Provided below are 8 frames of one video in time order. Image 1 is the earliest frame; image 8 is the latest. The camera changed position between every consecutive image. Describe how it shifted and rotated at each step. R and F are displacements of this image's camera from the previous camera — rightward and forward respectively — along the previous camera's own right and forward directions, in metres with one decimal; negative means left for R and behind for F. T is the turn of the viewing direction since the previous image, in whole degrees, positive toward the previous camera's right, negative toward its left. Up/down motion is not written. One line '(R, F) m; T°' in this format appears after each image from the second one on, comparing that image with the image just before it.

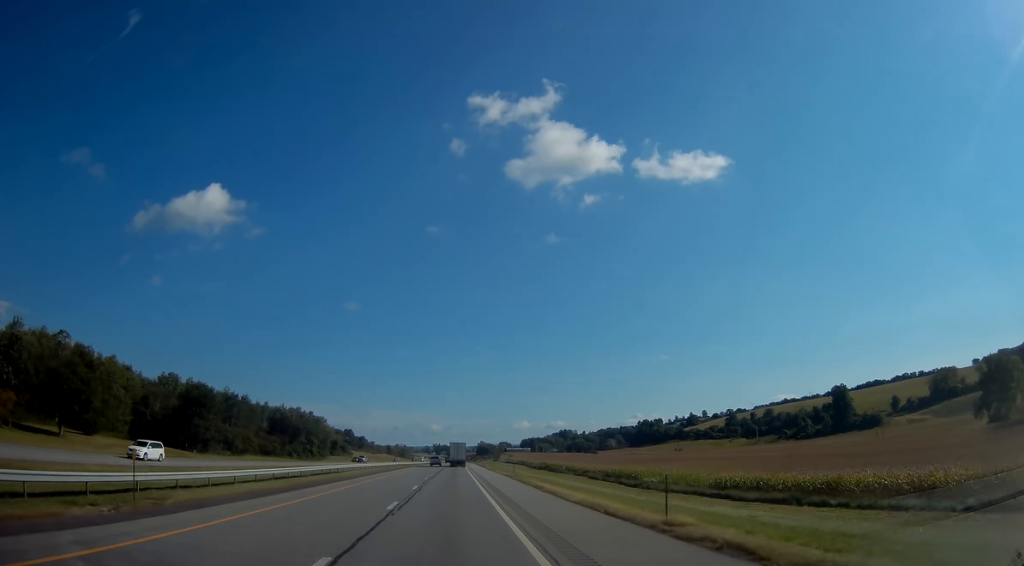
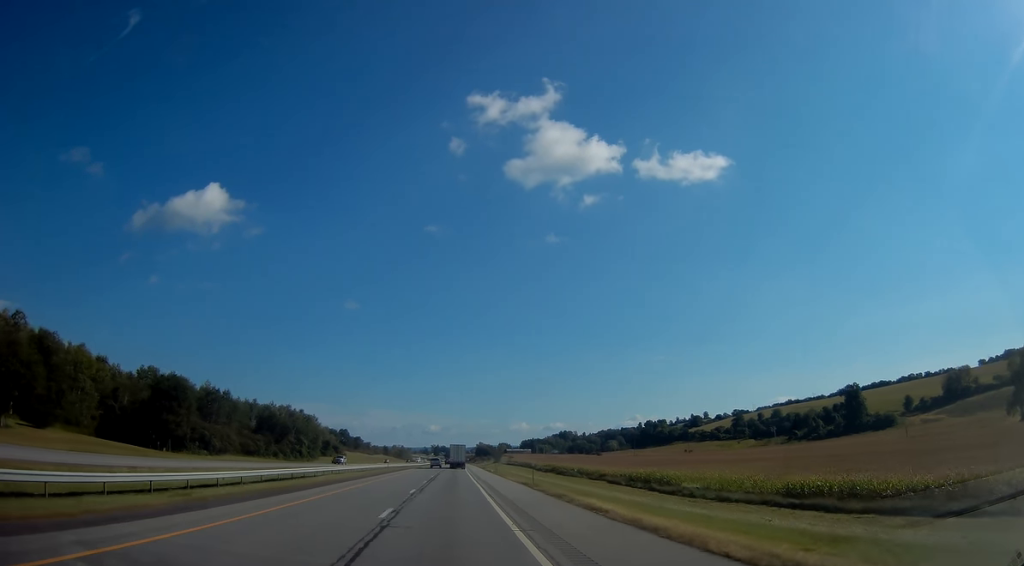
(+0.1, +14.1) m; 0°
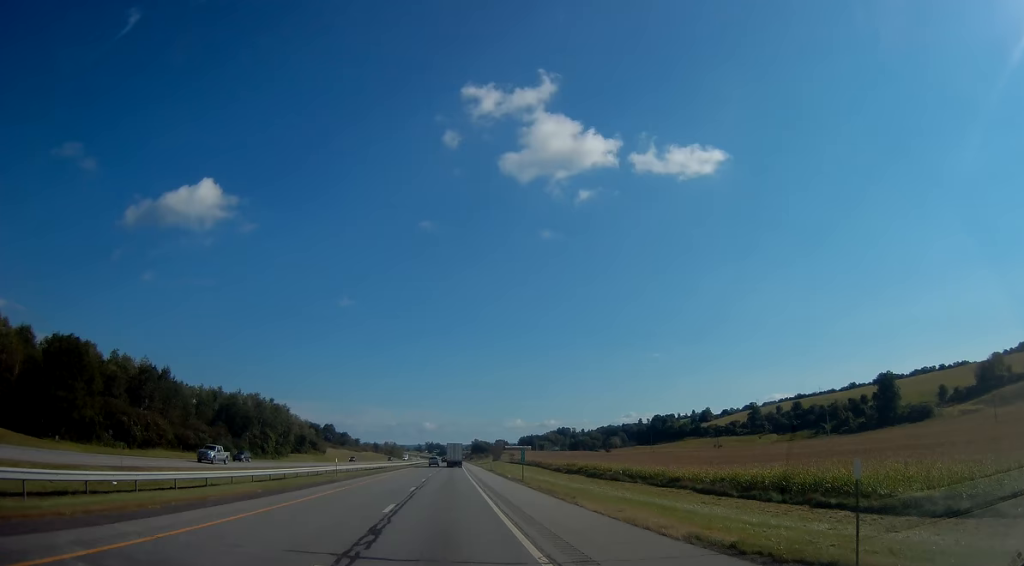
(+0.2, +35.3) m; 0°
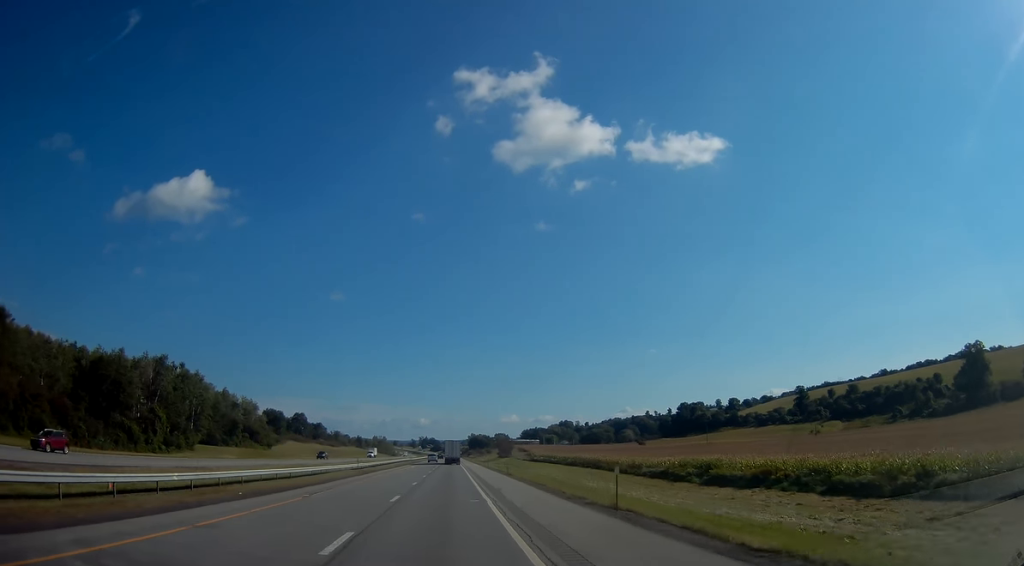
(-0.1, +70.0) m; 0°
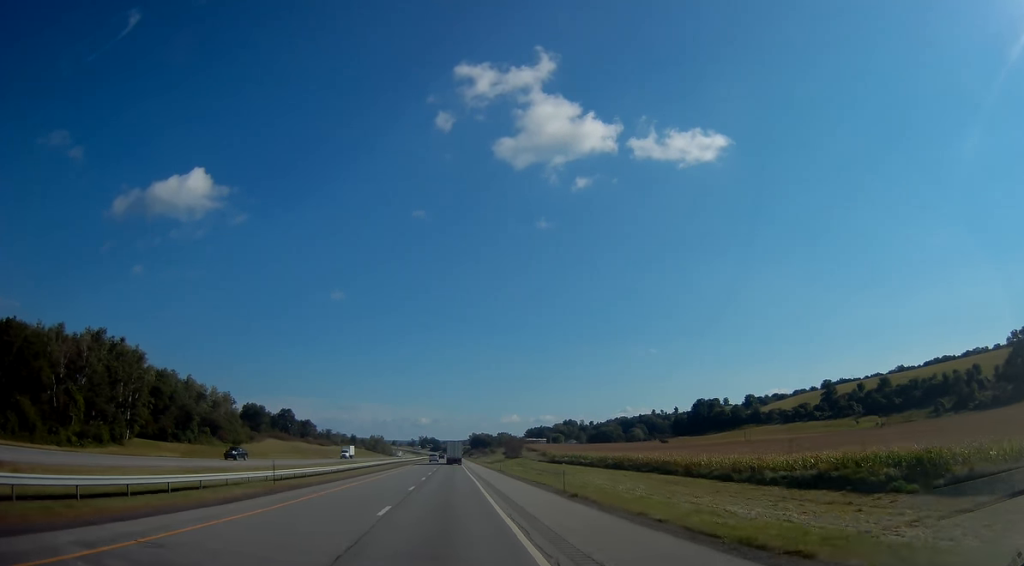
(+0.2, +29.6) m; +1°
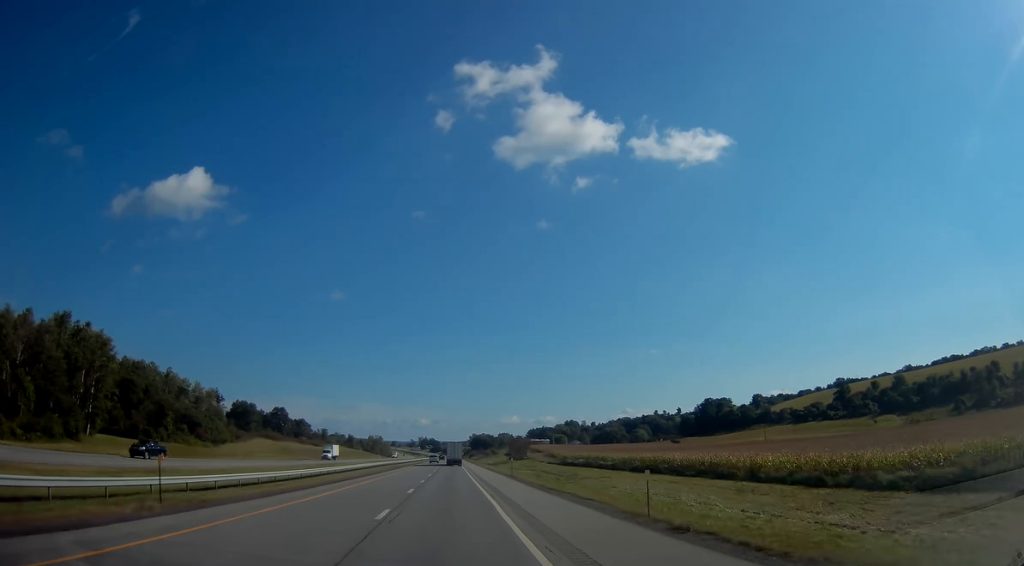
(0.0, +13.2) m; 0°
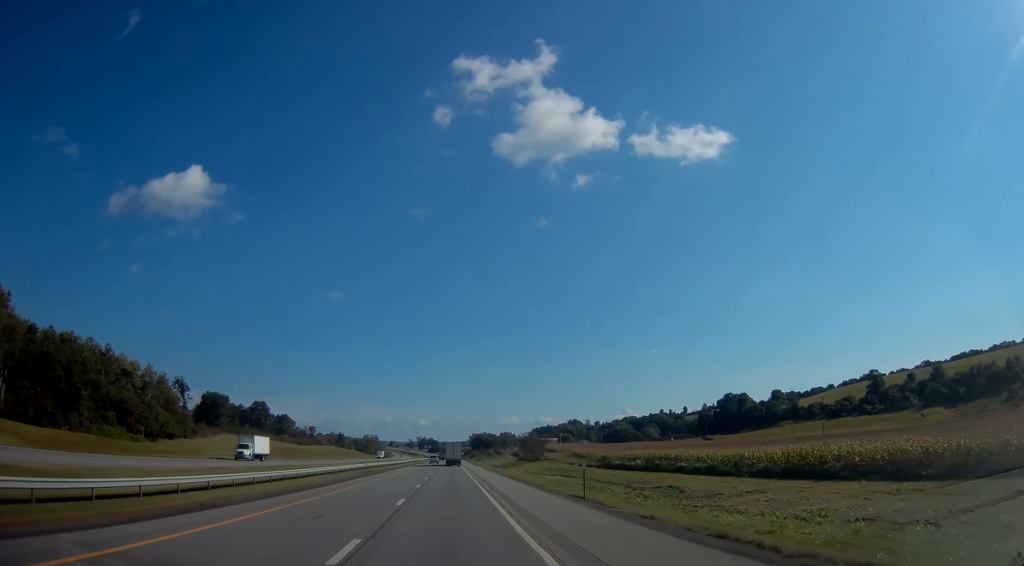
(-0.1, +31.6) m; 0°
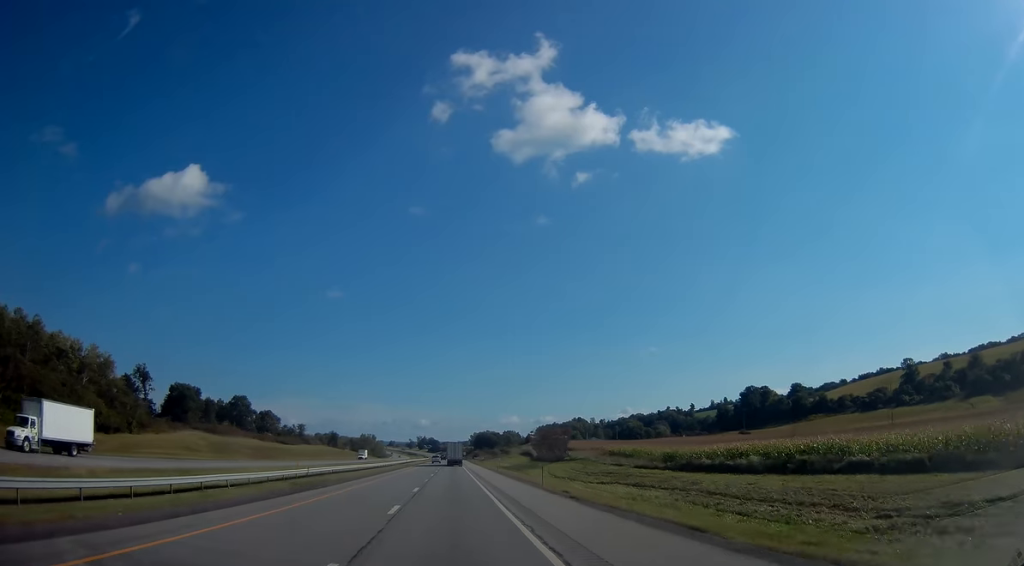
(-0.2, +27.6) m; 0°
